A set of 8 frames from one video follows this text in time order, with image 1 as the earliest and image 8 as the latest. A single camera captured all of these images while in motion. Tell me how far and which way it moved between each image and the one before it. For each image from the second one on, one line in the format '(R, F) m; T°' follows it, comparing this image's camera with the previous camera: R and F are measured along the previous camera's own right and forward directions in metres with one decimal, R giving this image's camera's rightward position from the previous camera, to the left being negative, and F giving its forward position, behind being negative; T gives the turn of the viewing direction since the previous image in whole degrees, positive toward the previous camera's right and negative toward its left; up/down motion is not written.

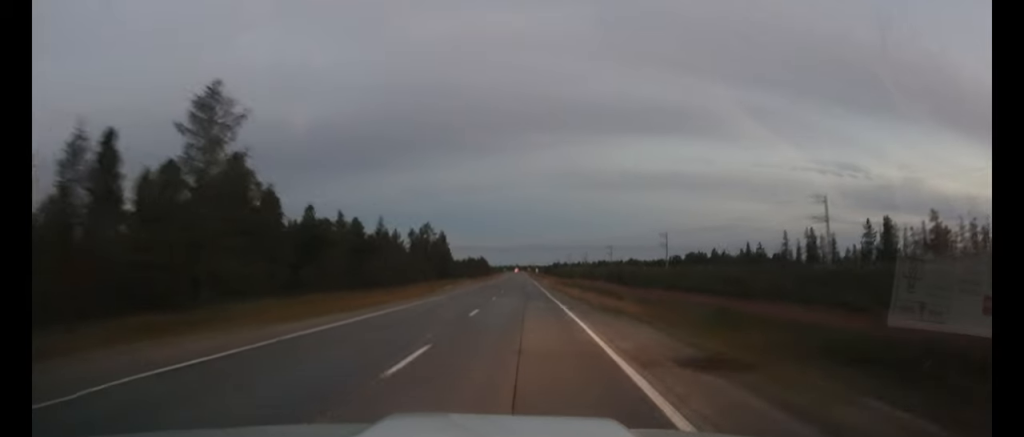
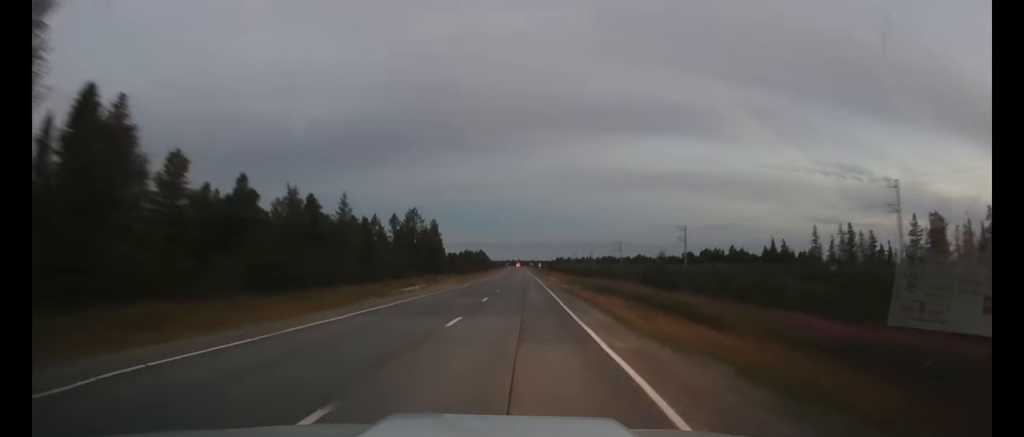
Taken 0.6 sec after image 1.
(0.0, +17.9) m; 0°
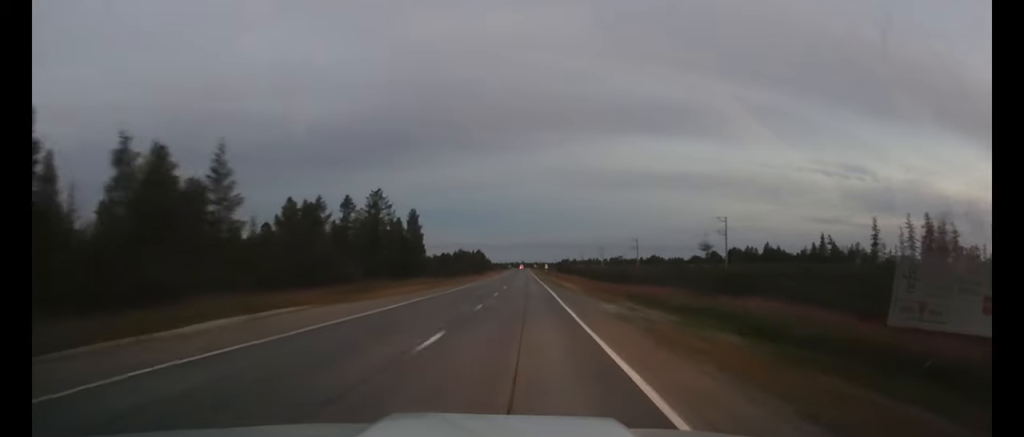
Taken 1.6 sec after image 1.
(-0.1, +28.8) m; 0°
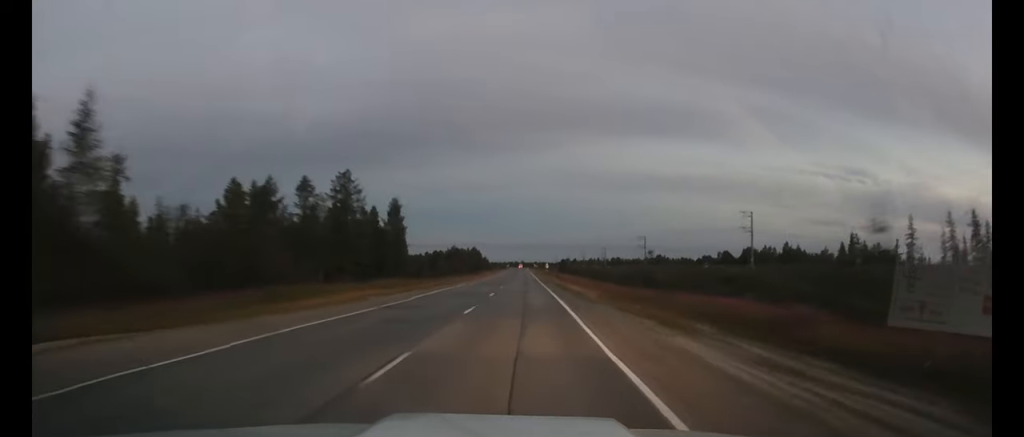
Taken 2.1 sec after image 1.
(0.0, +14.8) m; 0°
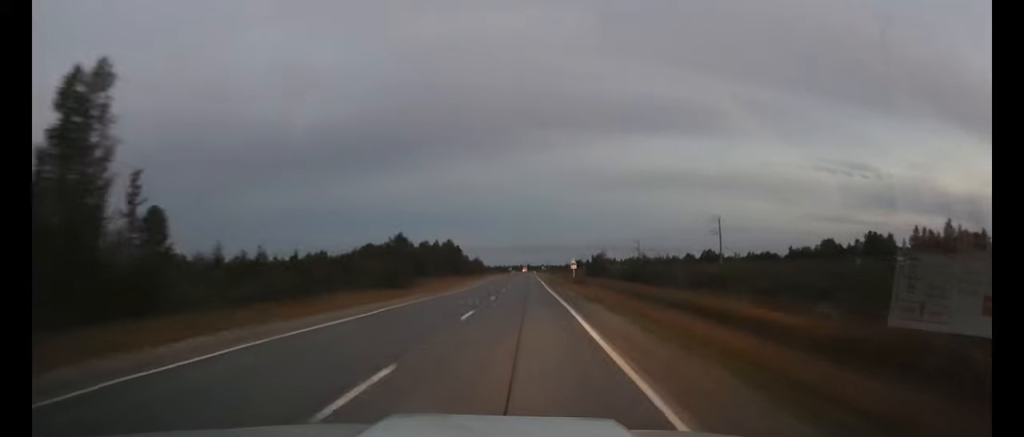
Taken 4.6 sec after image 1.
(-0.4, +73.7) m; -1°
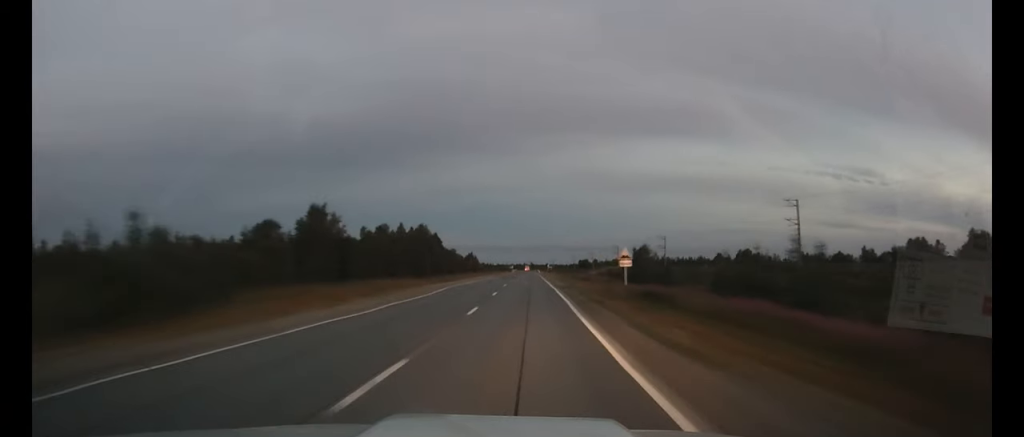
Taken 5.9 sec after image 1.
(-0.1, +36.6) m; 0°
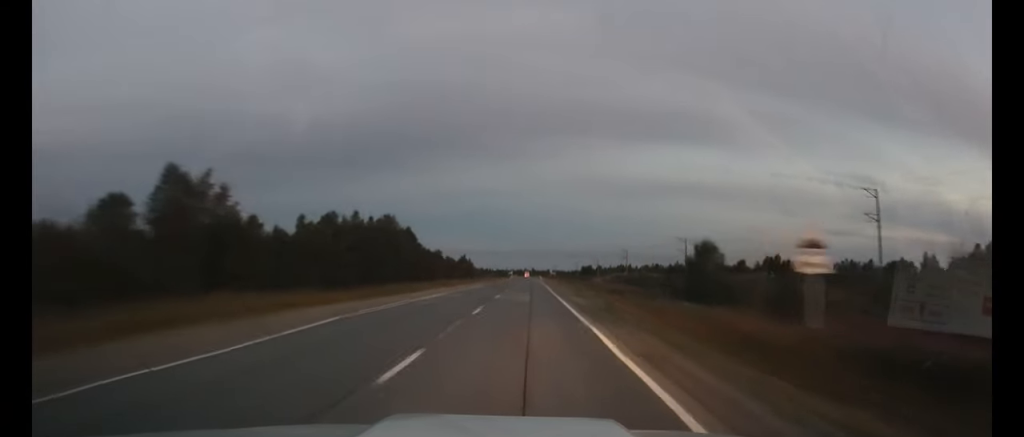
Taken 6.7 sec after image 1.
(0.0, +22.9) m; 0°
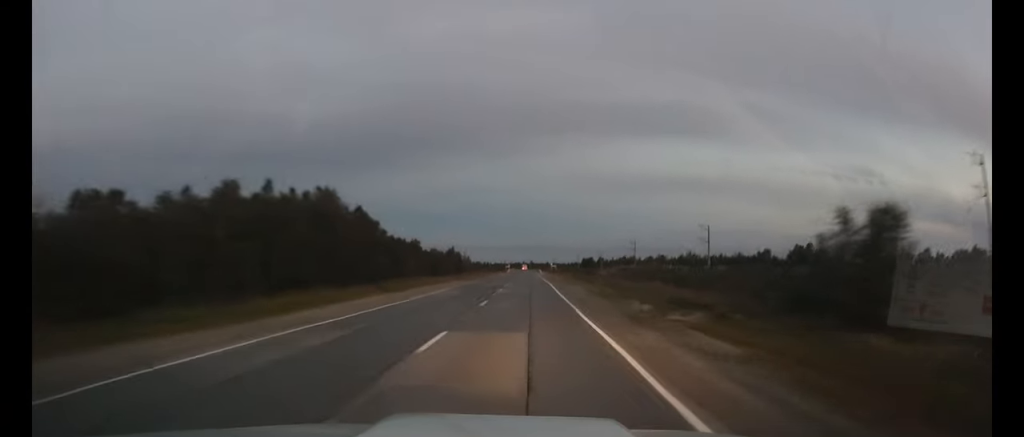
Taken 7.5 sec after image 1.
(-0.1, +21.6) m; 0°
